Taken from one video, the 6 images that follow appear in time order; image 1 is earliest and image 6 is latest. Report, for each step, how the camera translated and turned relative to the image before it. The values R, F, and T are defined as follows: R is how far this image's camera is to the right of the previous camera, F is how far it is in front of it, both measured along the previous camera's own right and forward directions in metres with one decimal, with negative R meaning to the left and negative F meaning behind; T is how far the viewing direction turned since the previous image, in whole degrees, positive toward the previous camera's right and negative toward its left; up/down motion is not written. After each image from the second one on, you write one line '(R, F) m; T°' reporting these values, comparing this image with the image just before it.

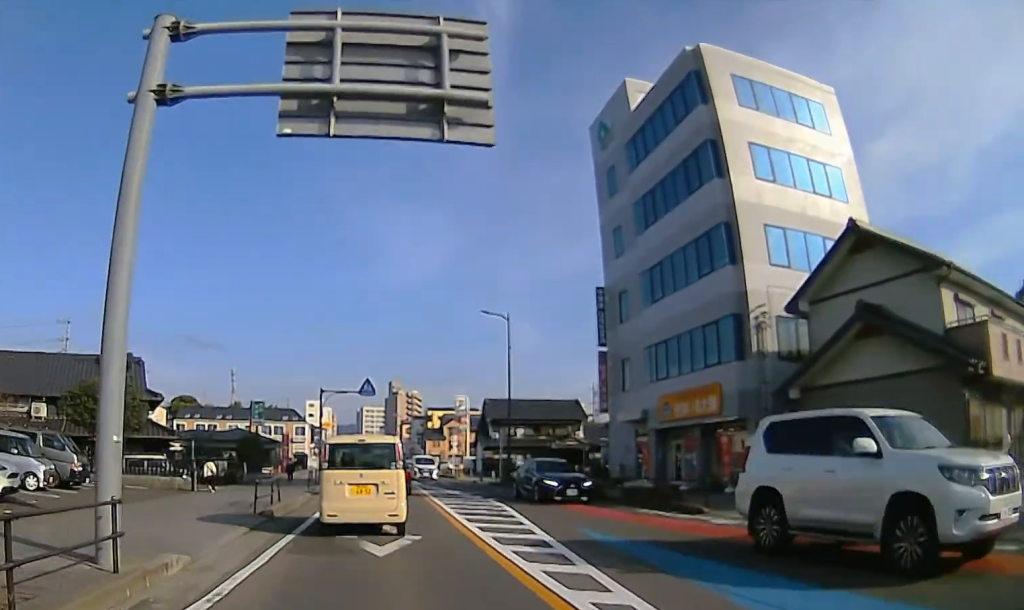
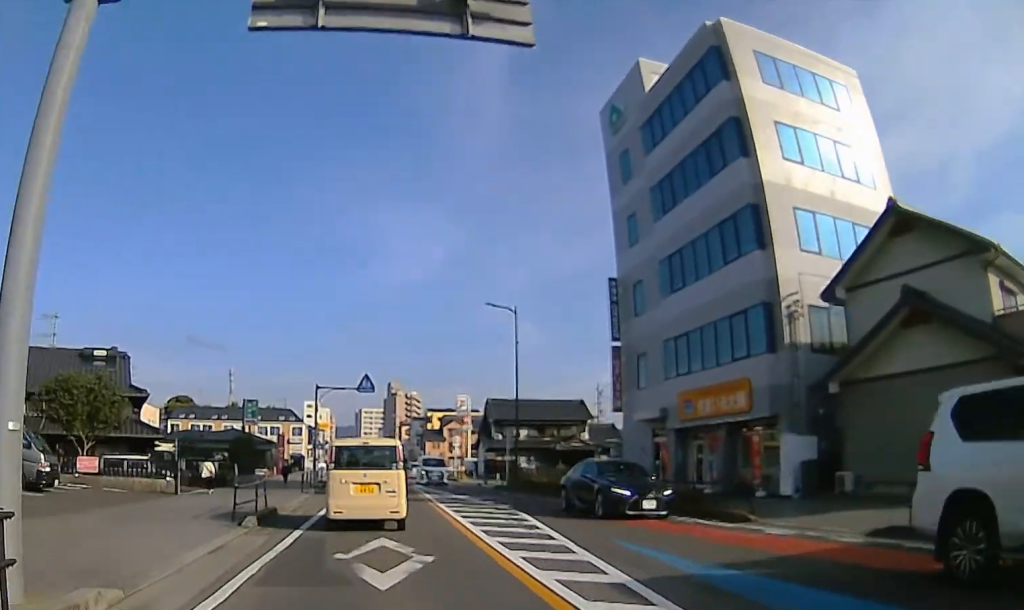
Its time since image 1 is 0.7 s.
(0.0, +2.2) m; 0°
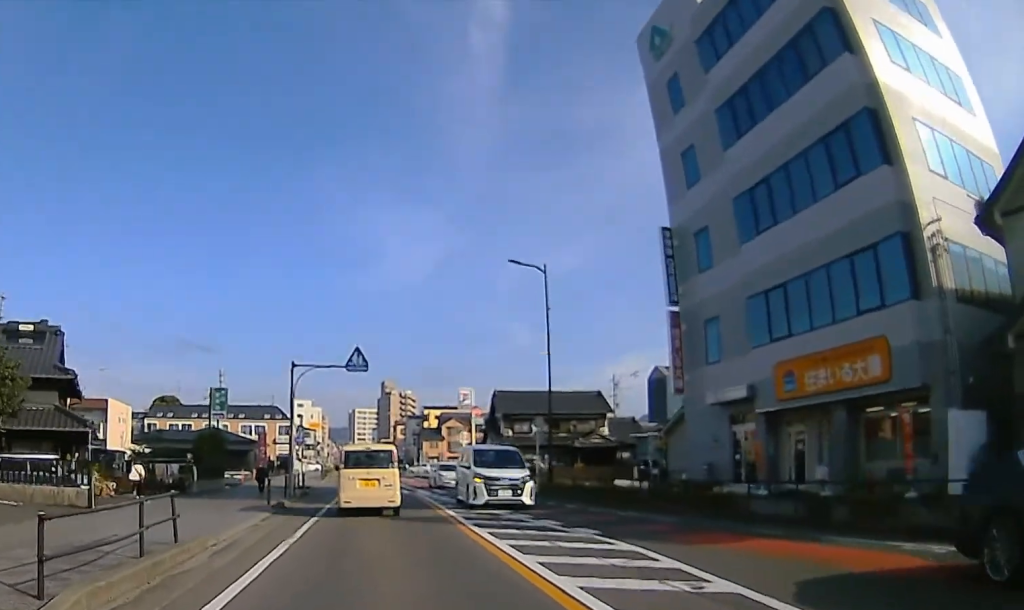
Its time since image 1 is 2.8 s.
(0.0, +7.2) m; -4°
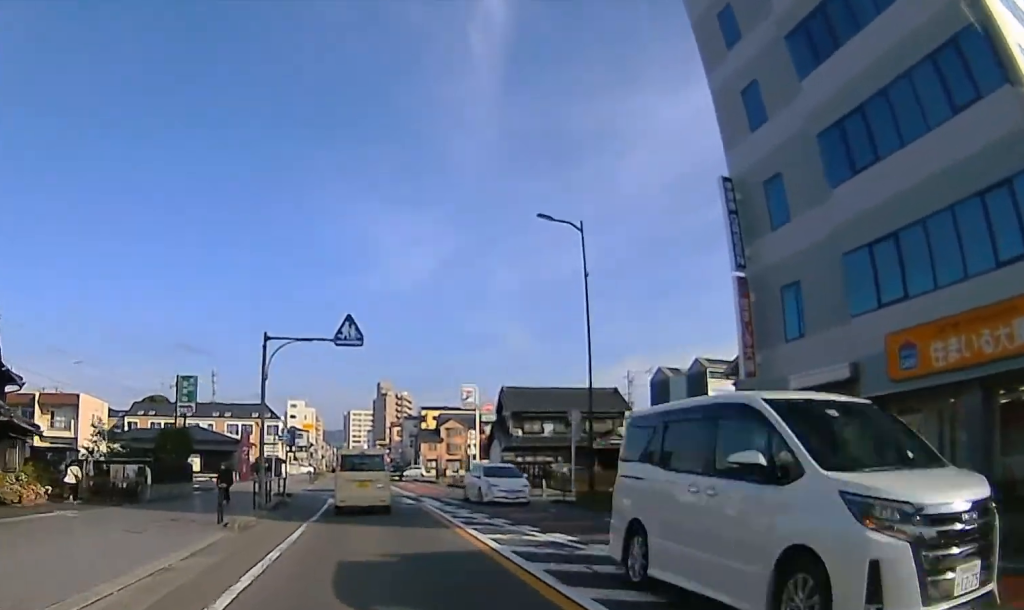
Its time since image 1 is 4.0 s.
(-0.3, +5.0) m; 0°
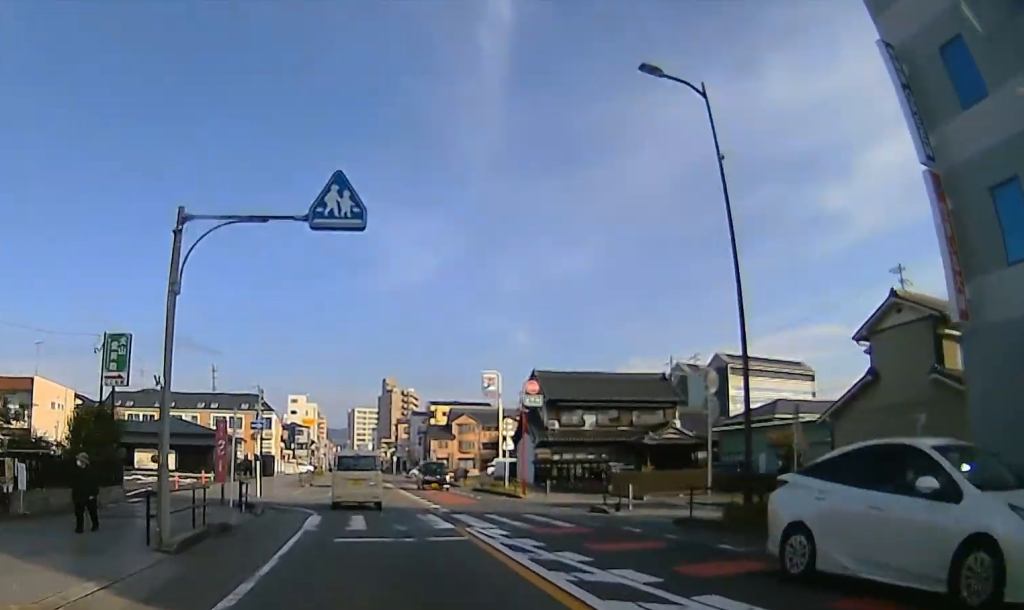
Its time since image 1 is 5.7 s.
(+0.4, +8.9) m; +7°
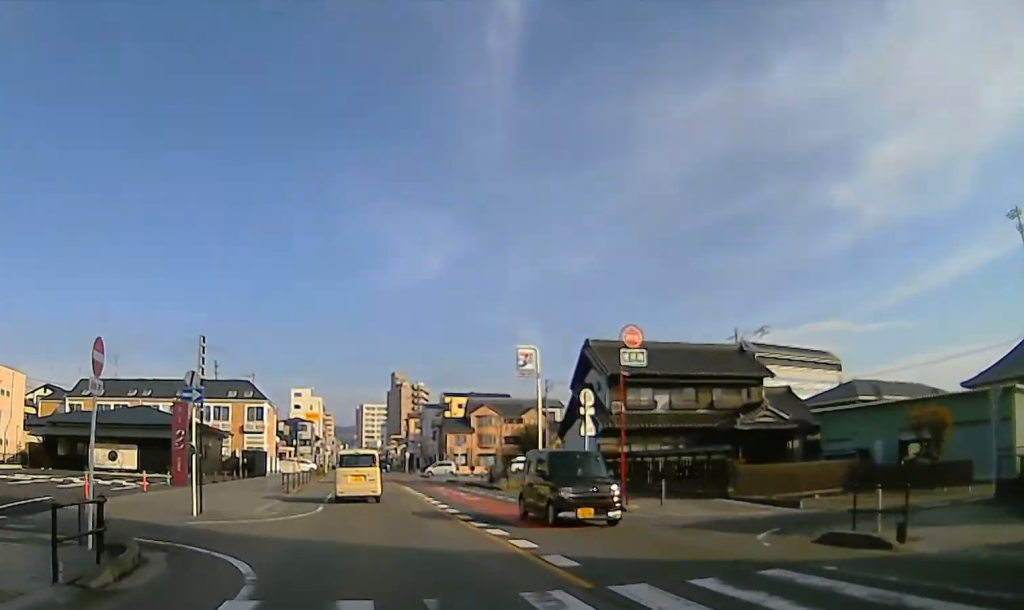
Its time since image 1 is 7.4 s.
(+0.7, +12.1) m; -4°
